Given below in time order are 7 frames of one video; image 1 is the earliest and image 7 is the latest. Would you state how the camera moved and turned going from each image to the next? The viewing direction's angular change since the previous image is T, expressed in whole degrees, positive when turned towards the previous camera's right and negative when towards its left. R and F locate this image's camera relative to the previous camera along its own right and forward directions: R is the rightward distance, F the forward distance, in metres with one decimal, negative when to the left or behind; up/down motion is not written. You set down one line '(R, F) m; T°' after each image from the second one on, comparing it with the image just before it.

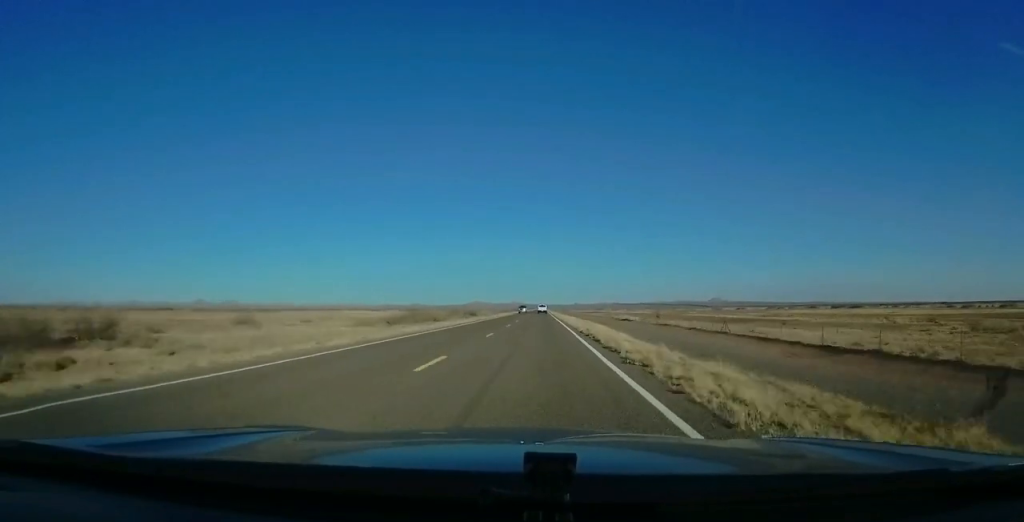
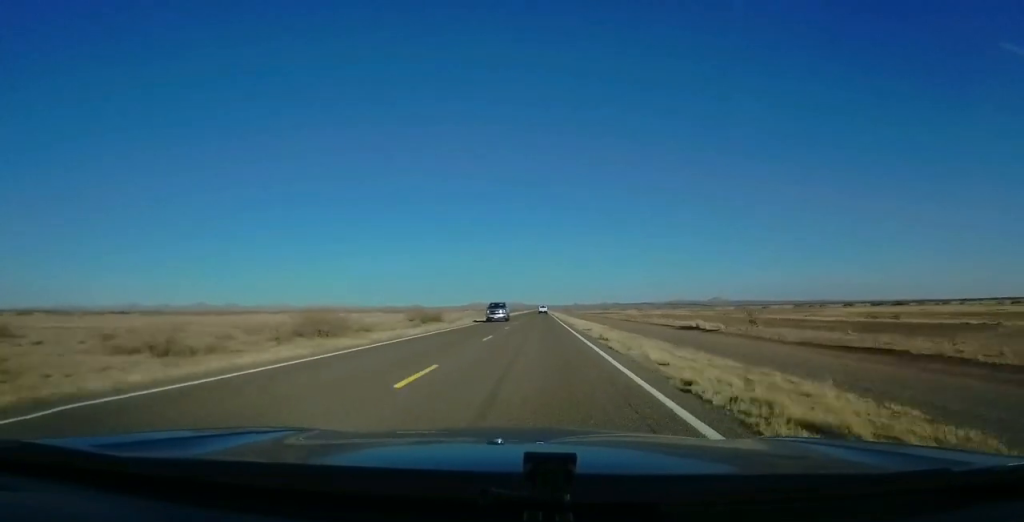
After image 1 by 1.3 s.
(-0.5, +38.5) m; -1°
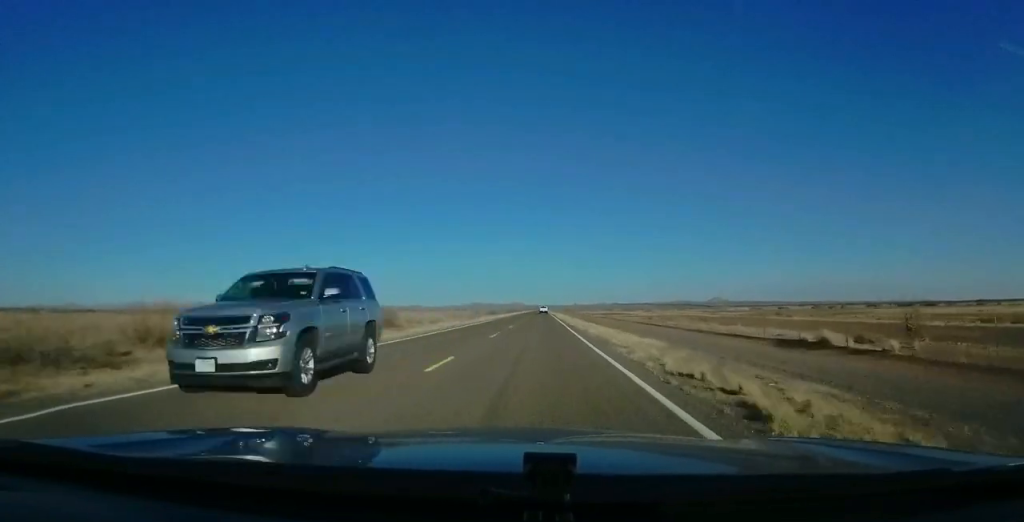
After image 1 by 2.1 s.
(0.0, +22.3) m; 0°
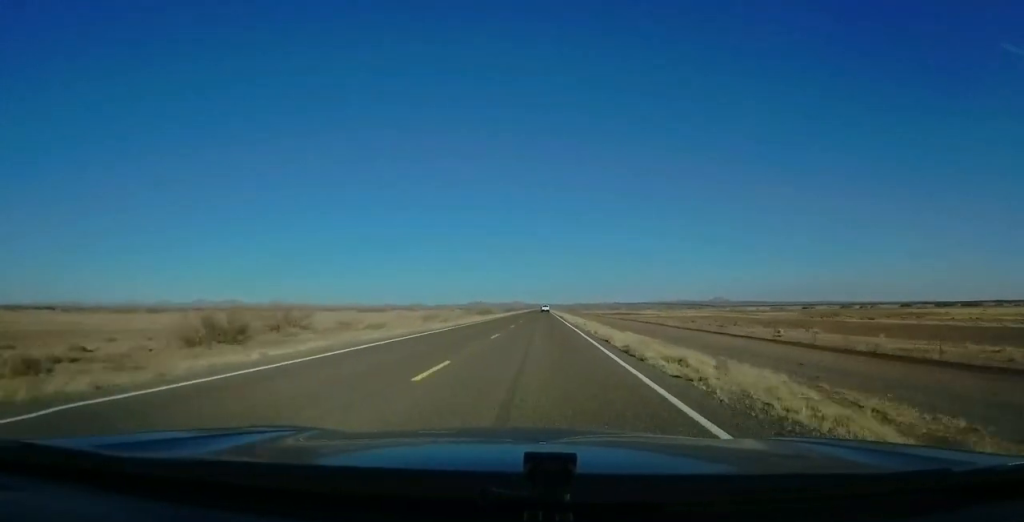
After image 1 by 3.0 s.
(0.0, +26.4) m; 0°
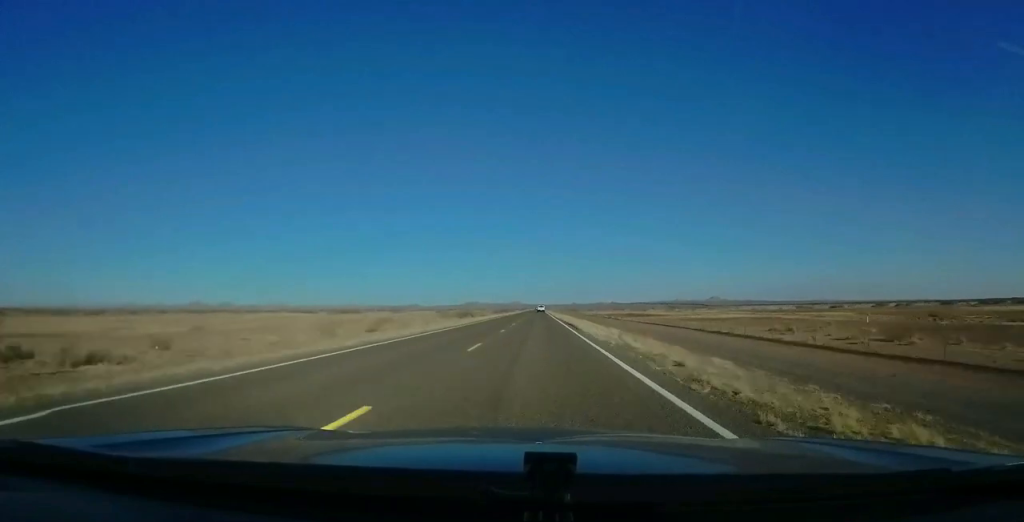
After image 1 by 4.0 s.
(+0.2, +30.4) m; +1°
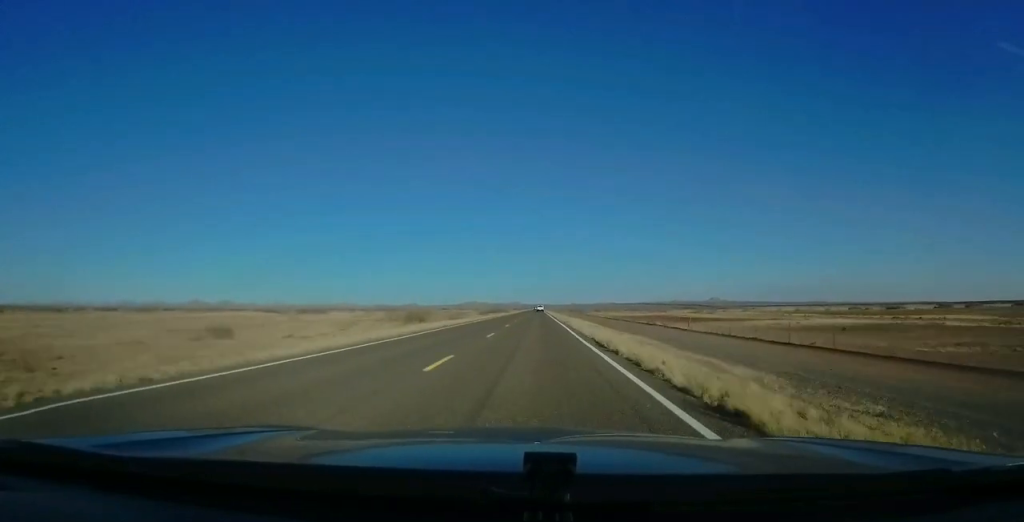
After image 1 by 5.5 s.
(-0.1, +42.1) m; -1°
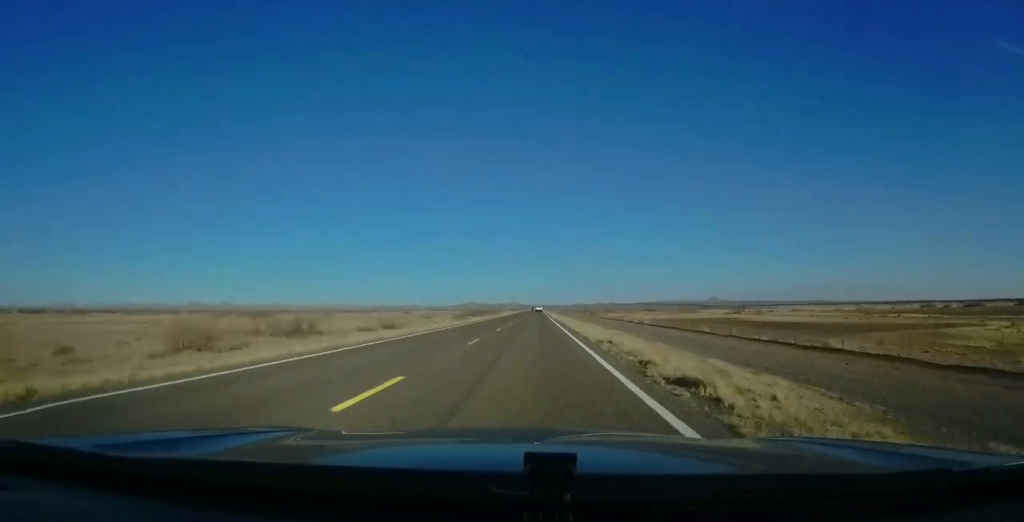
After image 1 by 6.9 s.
(+0.1, +41.0) m; +1°
